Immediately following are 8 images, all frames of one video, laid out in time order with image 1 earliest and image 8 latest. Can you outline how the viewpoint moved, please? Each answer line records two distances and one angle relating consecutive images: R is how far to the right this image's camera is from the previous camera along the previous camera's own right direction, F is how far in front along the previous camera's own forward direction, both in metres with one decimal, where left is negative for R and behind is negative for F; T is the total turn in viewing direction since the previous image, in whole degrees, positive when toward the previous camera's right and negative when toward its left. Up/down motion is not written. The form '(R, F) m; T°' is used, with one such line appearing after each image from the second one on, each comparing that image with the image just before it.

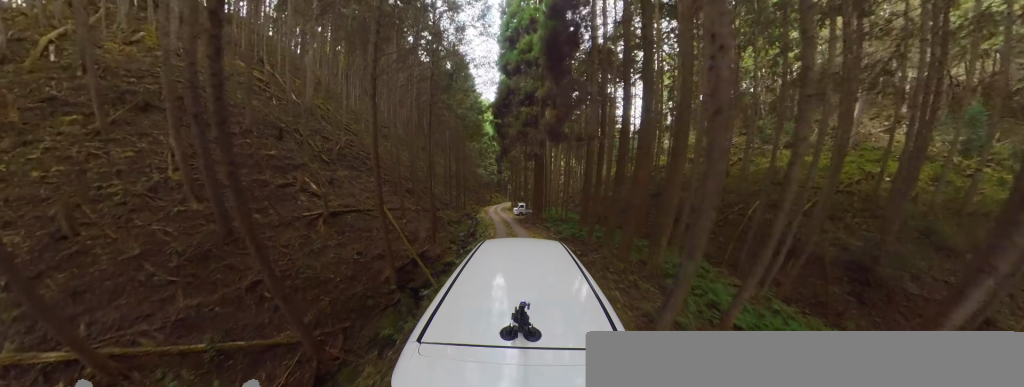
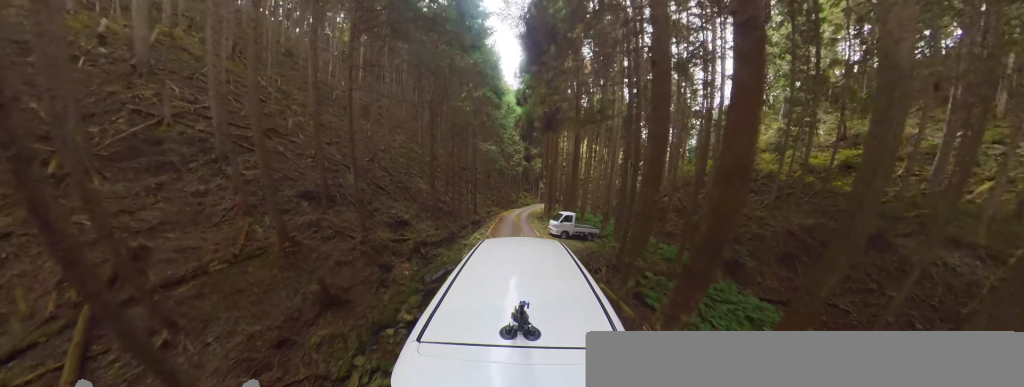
(+1.9, +12.6) m; +10°
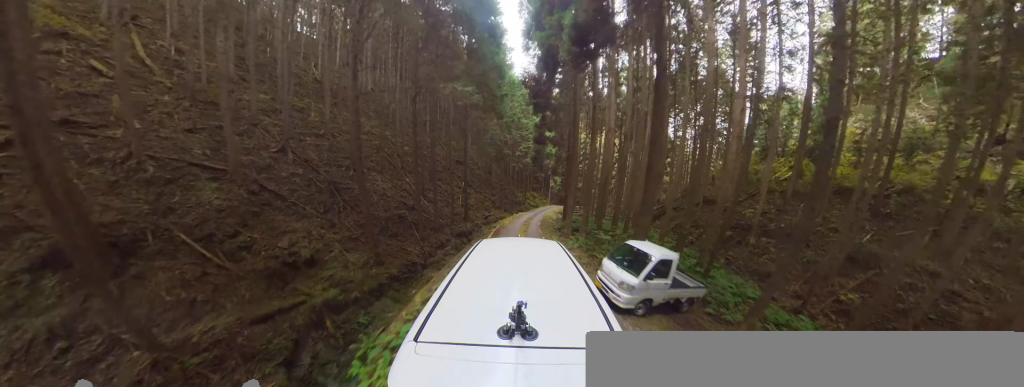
(-0.6, +7.4) m; -8°
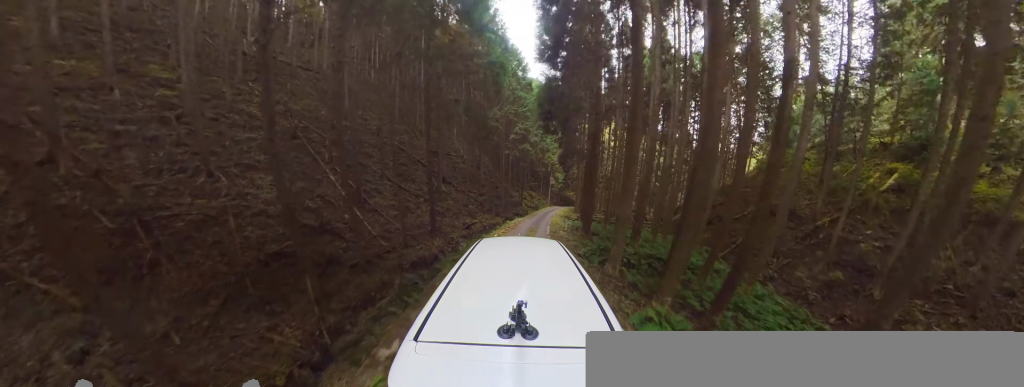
(-0.4, +6.7) m; +3°
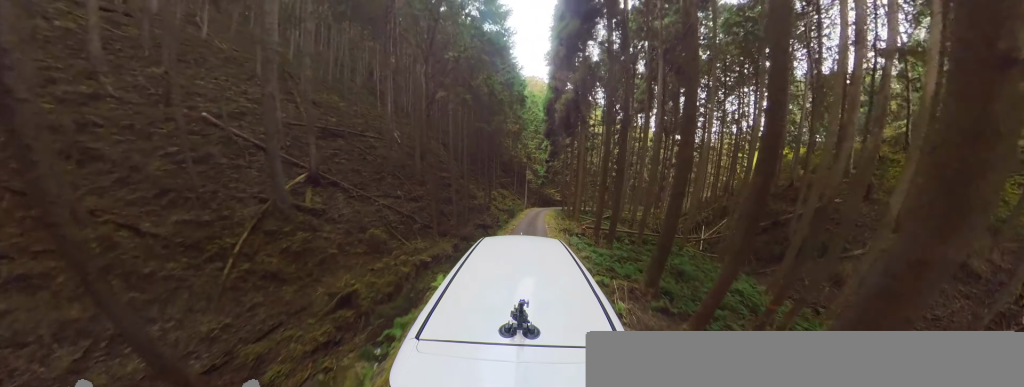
(+1.6, +10.4) m; +15°
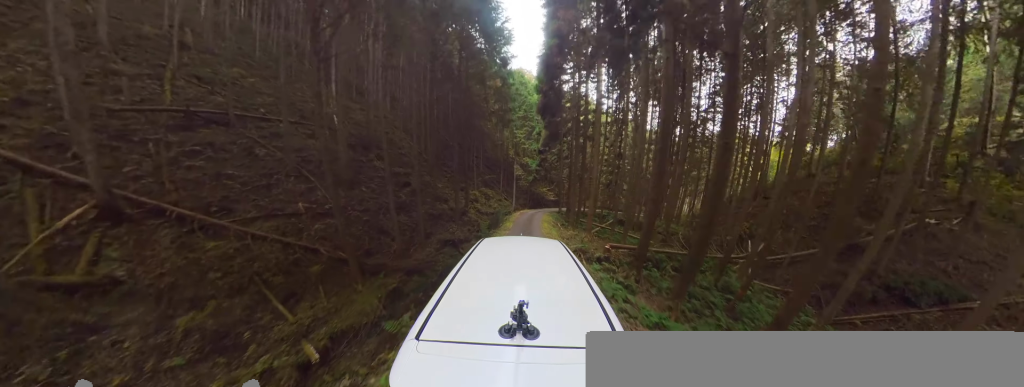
(+0.1, +5.8) m; +10°
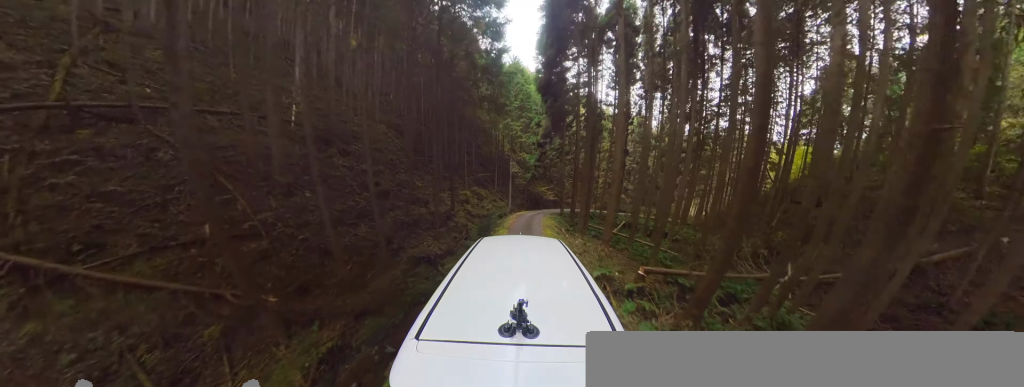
(-0.2, +3.1) m; +5°
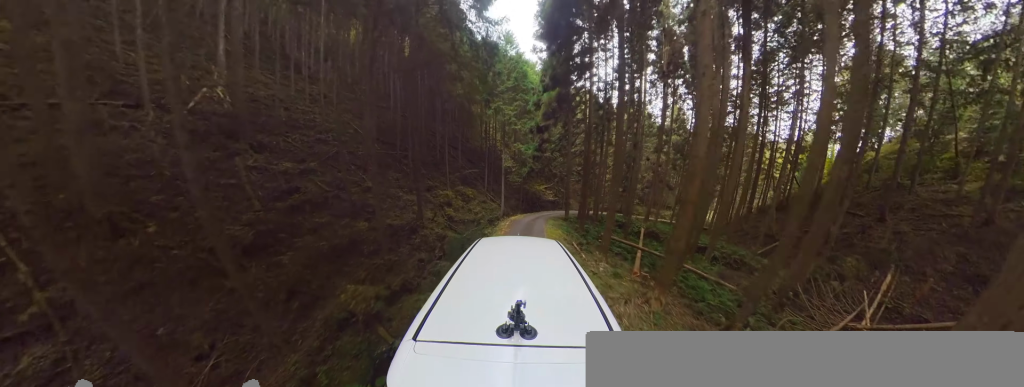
(+1.1, +4.5) m; +5°
